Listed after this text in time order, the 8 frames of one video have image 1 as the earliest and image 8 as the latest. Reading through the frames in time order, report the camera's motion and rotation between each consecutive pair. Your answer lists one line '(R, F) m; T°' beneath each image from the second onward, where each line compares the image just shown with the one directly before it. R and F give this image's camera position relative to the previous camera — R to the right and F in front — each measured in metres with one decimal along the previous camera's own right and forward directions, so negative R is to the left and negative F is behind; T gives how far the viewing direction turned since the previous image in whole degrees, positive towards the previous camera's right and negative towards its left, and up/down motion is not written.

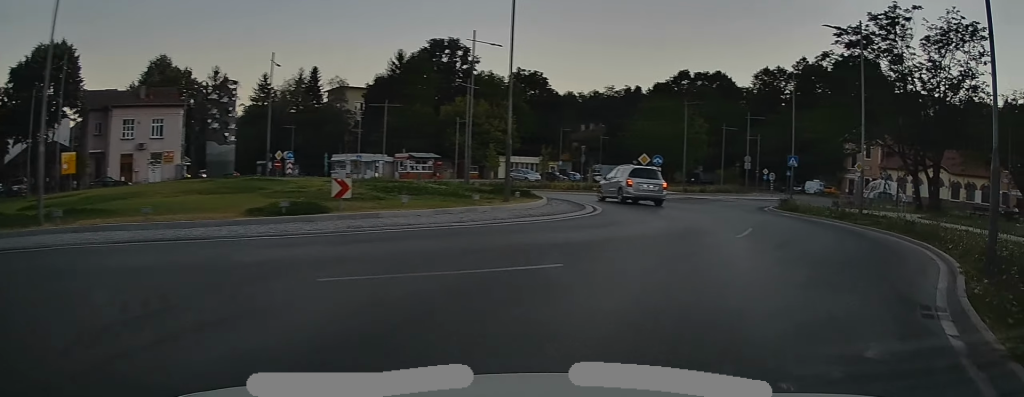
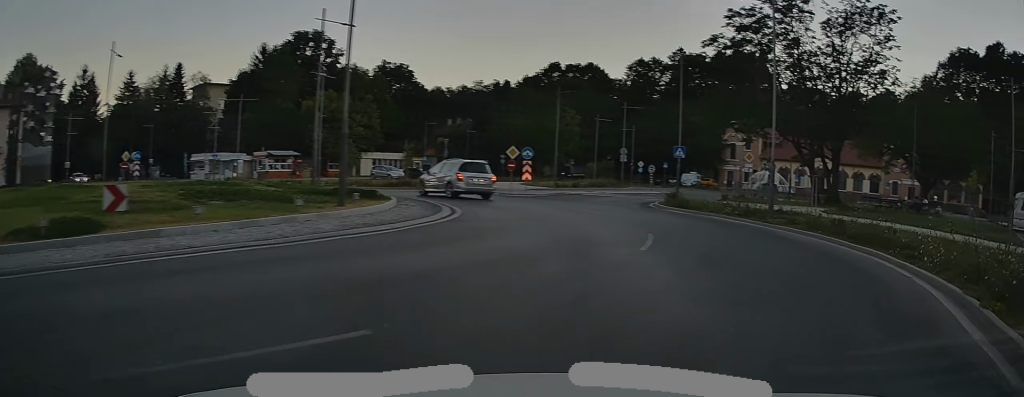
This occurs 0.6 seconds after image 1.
(+0.1, +3.8) m; +8°
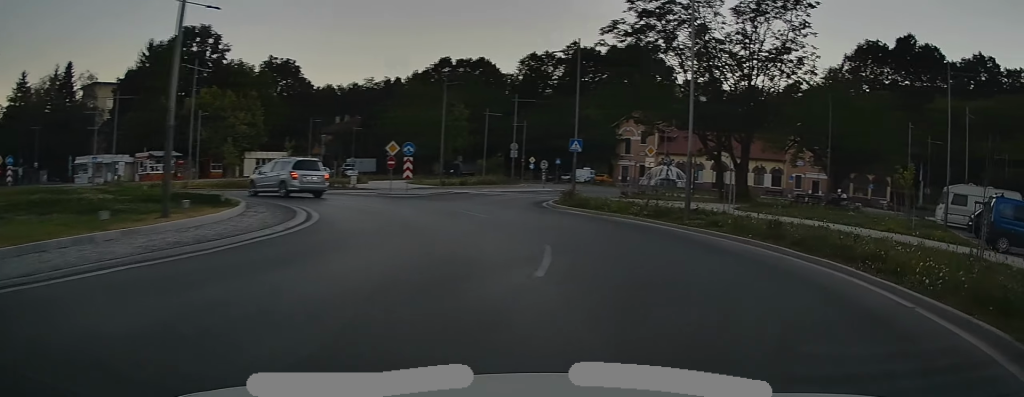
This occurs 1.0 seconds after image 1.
(+0.4, +3.1) m; +4°
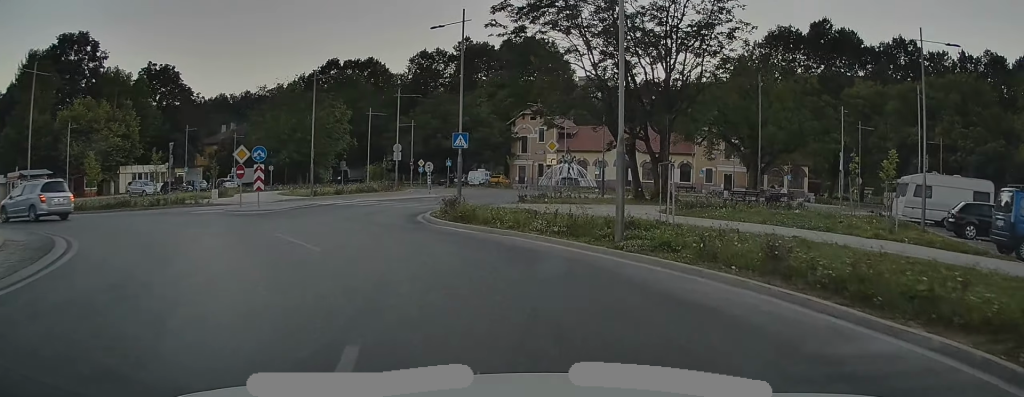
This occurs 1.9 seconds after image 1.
(+0.3, +6.2) m; +2°
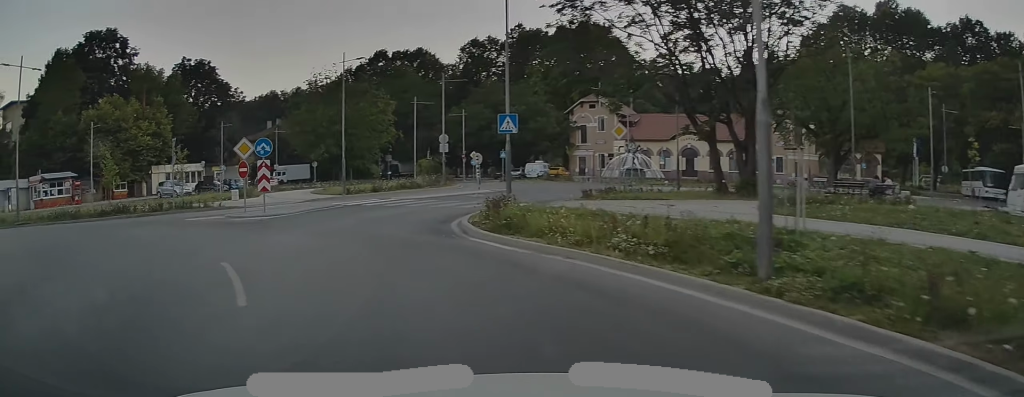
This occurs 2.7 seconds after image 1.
(0.0, +5.1) m; -4°
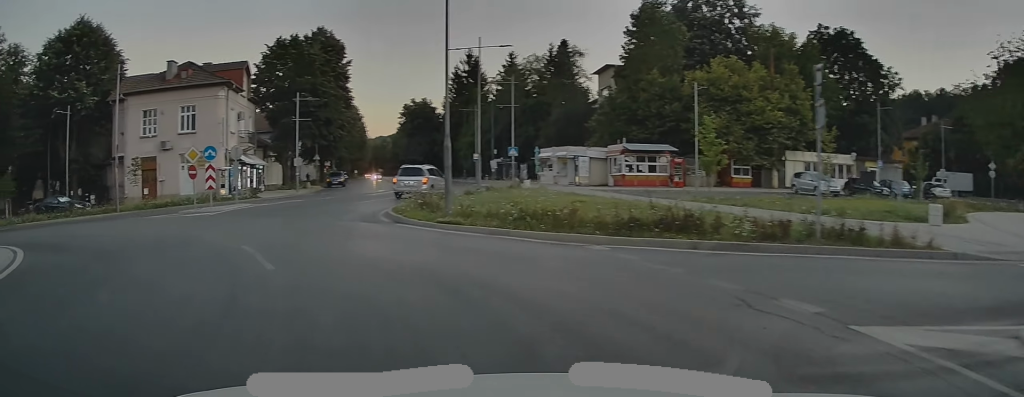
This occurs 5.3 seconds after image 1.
(-6.5, +16.3) m; -53°
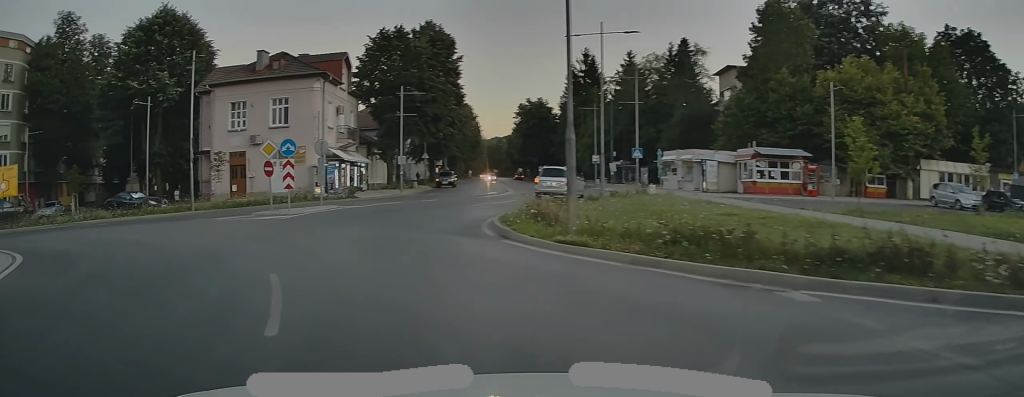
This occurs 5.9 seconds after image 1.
(-0.6, +3.7) m; -9°
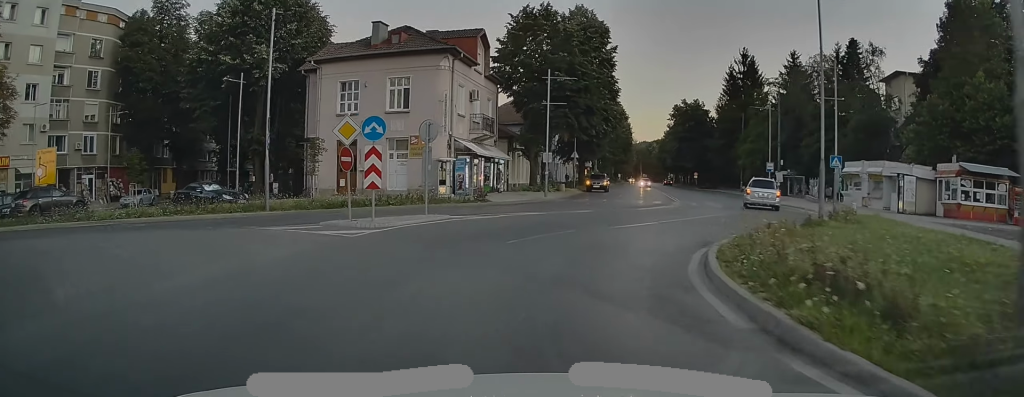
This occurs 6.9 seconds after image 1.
(-1.2, +7.7) m; -10°
